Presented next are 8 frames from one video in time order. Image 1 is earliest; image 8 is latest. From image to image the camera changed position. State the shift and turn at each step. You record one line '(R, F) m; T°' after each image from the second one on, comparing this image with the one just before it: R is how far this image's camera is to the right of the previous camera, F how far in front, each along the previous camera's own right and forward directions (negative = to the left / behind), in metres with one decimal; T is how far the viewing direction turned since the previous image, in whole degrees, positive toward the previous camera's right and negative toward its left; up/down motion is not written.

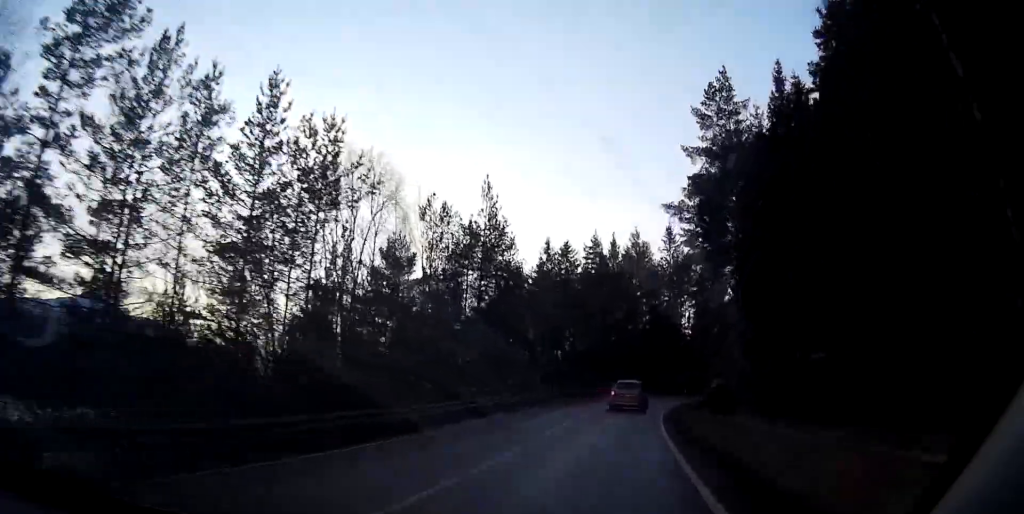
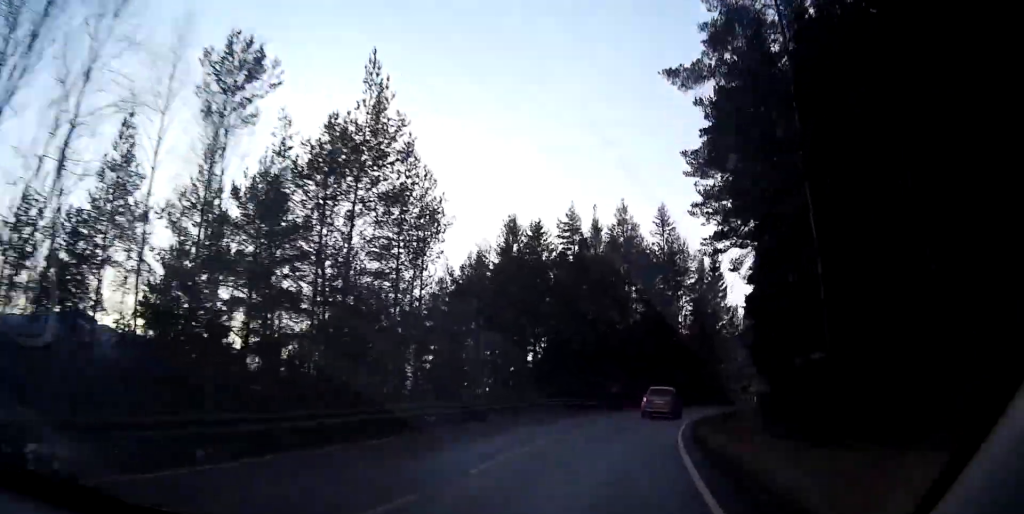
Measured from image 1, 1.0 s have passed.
(-1.5, +17.7) m; -6°
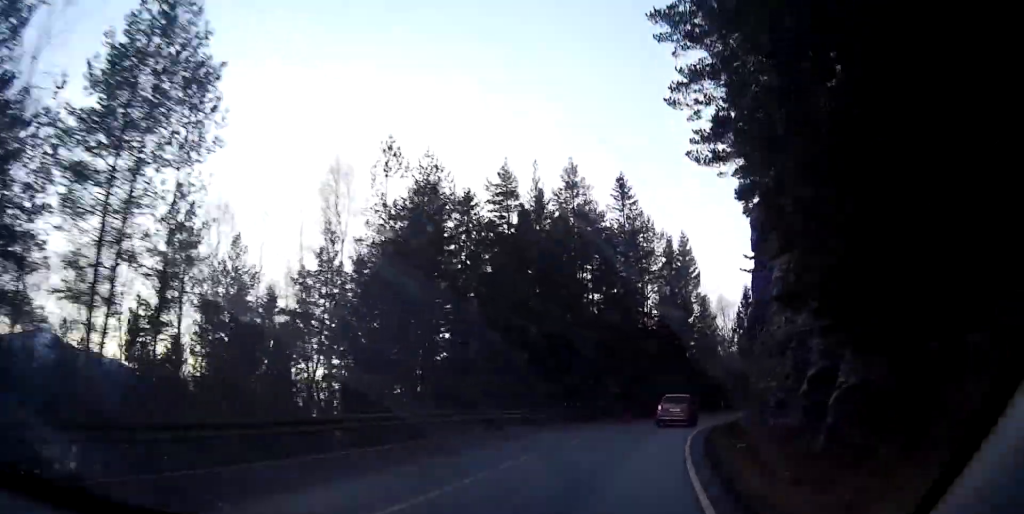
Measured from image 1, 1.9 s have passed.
(-0.4, +15.8) m; +3°
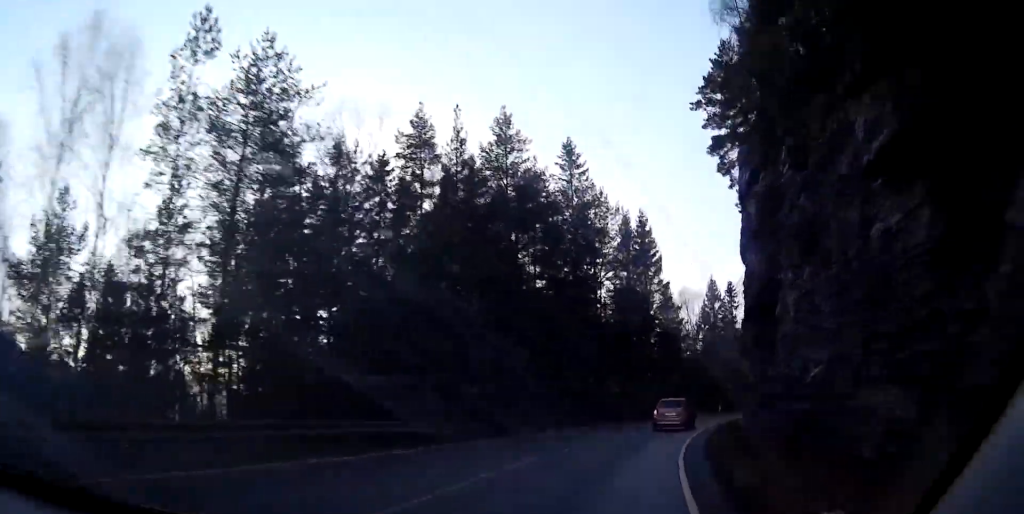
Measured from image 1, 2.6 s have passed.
(+0.8, +11.6) m; +4°
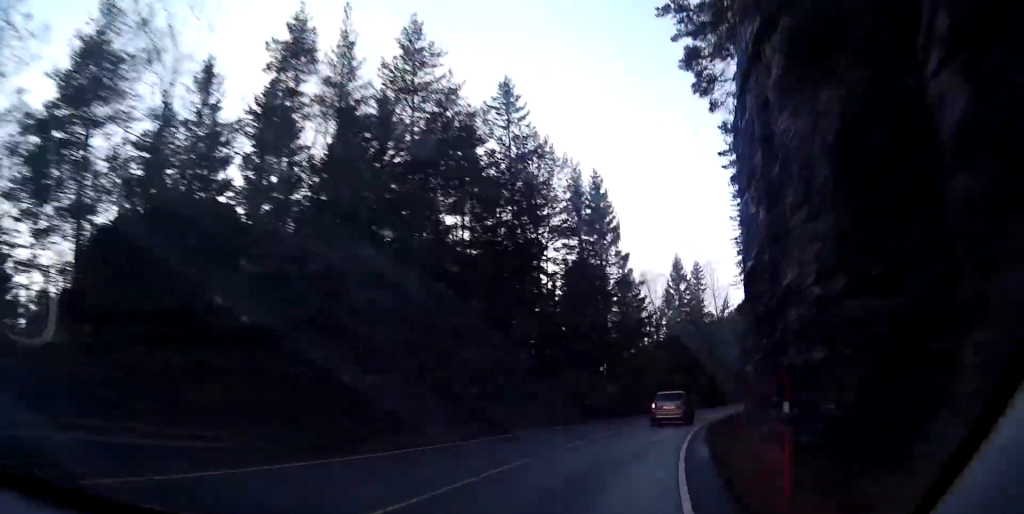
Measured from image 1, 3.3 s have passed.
(+0.5, +12.1) m; +4°
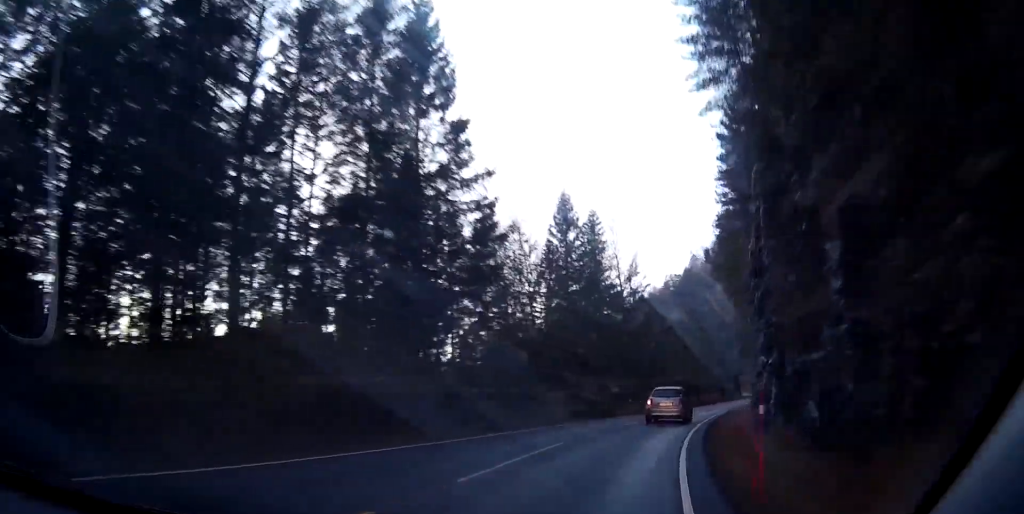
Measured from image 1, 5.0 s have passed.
(+2.4, +30.4) m; +12°
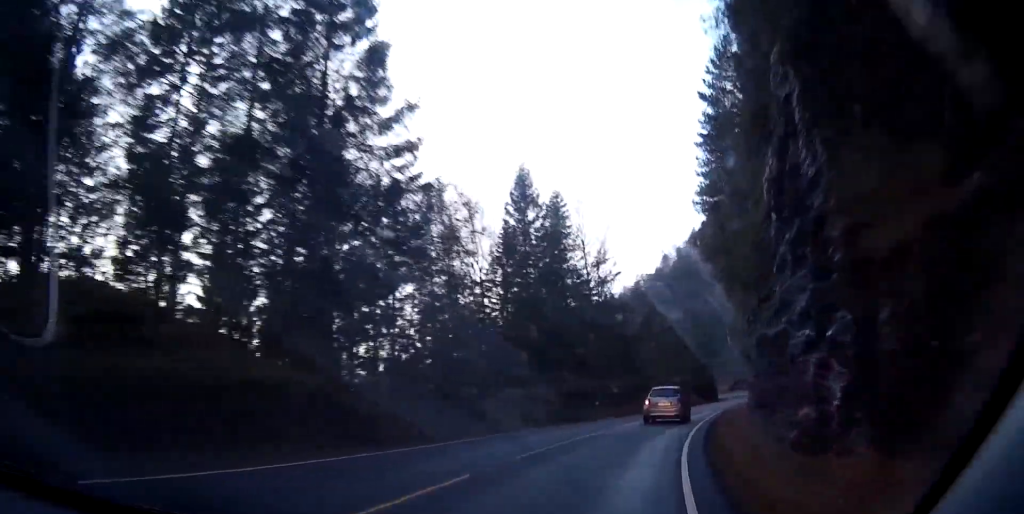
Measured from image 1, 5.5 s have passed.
(+0.6, +7.9) m; +4°
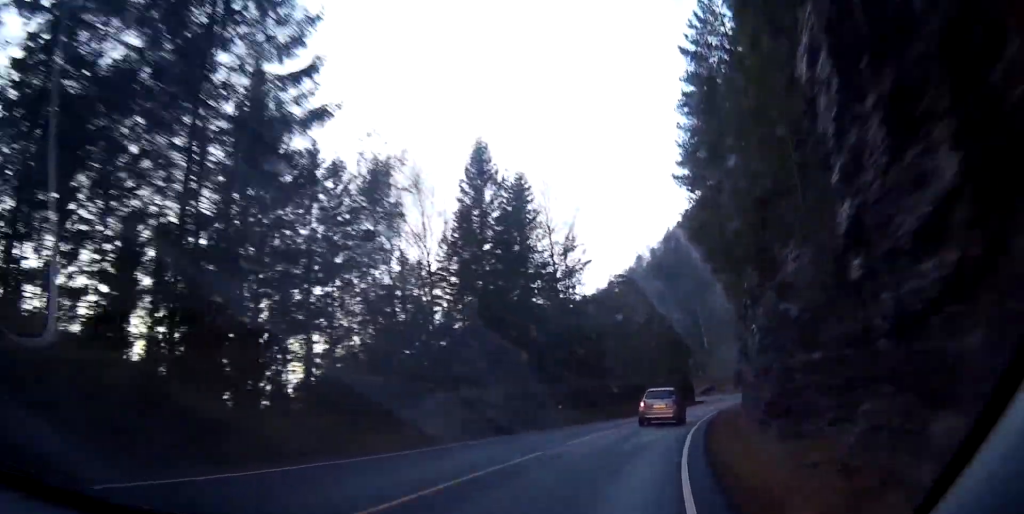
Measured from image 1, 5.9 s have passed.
(0.0, +6.8) m; +3°
